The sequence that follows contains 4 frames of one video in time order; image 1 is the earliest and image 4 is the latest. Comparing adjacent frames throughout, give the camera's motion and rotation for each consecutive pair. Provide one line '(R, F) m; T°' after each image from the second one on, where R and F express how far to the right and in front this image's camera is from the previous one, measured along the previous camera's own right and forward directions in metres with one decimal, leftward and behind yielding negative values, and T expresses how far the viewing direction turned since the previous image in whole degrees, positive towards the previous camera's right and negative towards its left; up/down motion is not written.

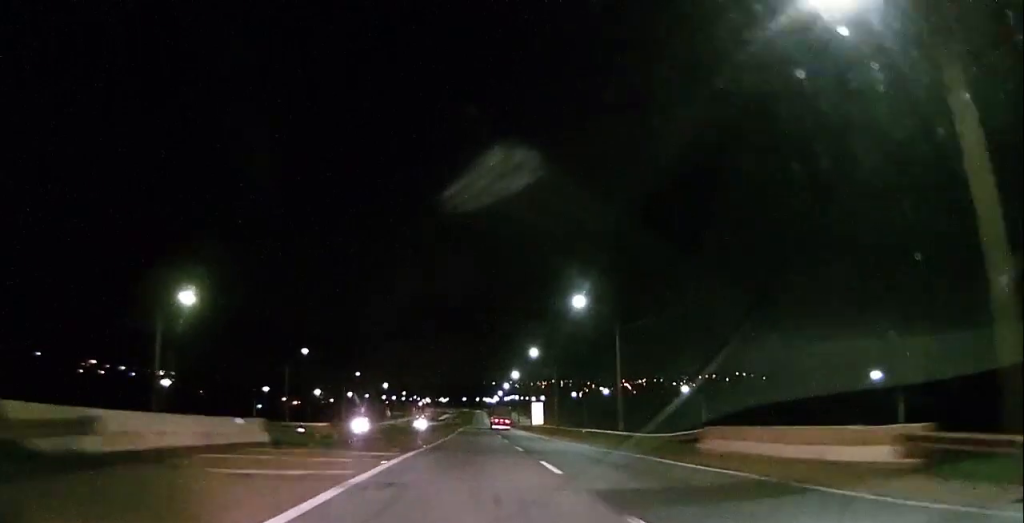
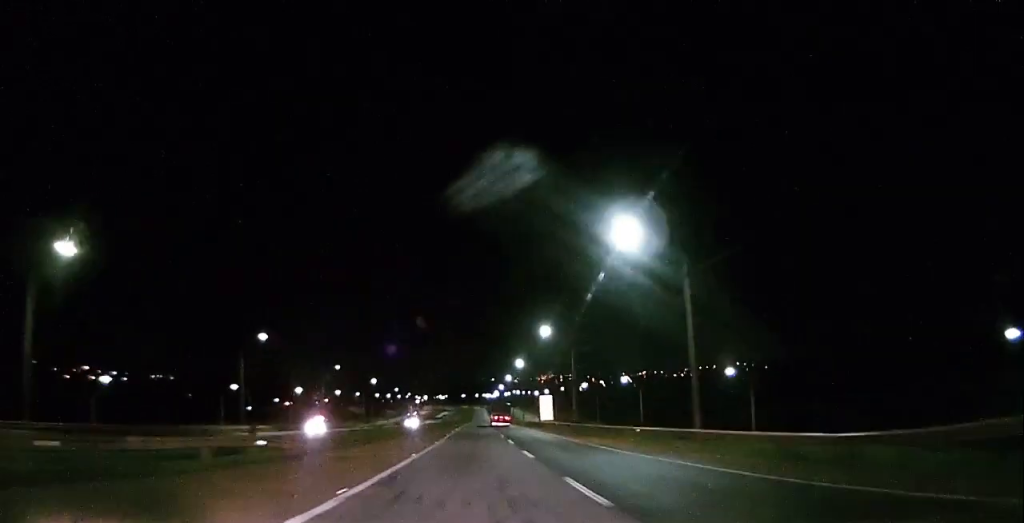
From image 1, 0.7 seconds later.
(-0.2, +18.1) m; 0°
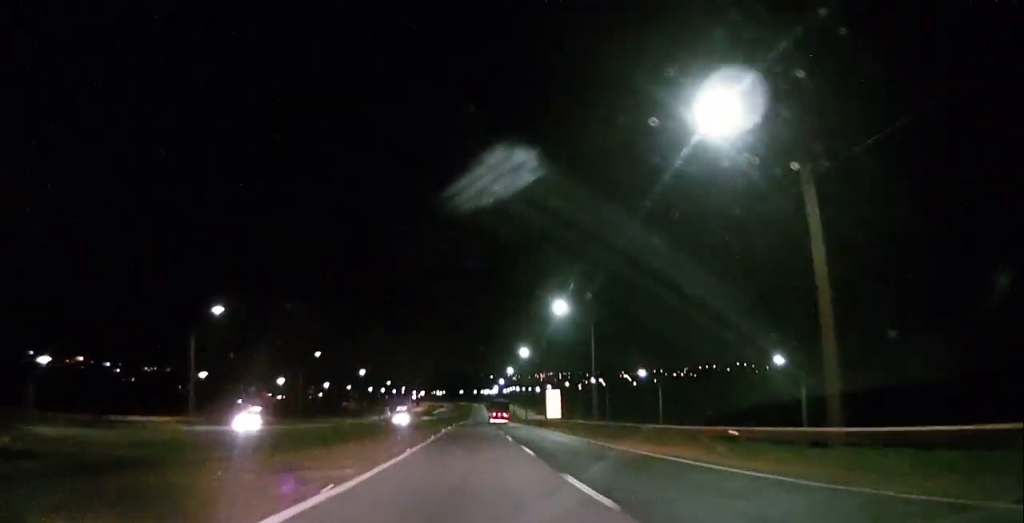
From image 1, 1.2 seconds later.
(+0.1, +13.7) m; +1°
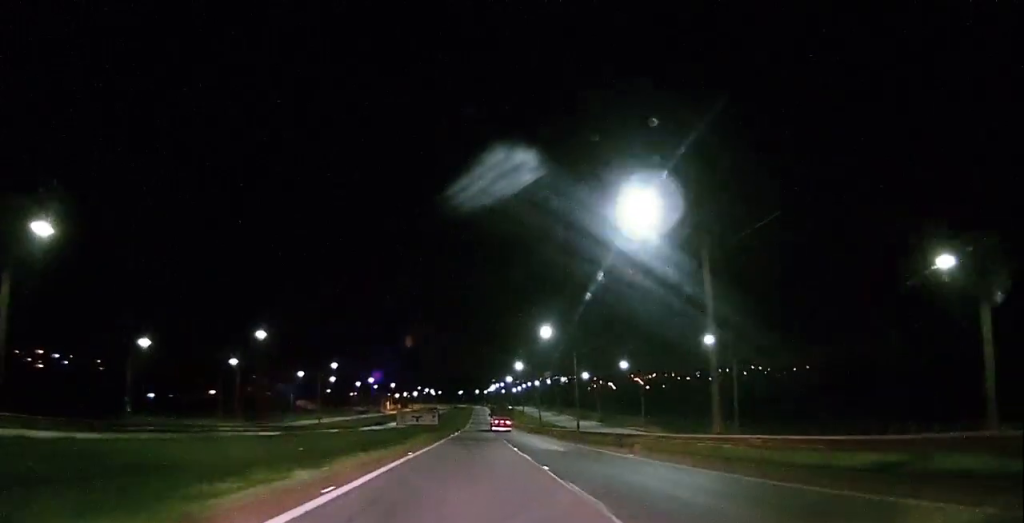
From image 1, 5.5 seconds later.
(-0.9, +110.0) m; 0°
